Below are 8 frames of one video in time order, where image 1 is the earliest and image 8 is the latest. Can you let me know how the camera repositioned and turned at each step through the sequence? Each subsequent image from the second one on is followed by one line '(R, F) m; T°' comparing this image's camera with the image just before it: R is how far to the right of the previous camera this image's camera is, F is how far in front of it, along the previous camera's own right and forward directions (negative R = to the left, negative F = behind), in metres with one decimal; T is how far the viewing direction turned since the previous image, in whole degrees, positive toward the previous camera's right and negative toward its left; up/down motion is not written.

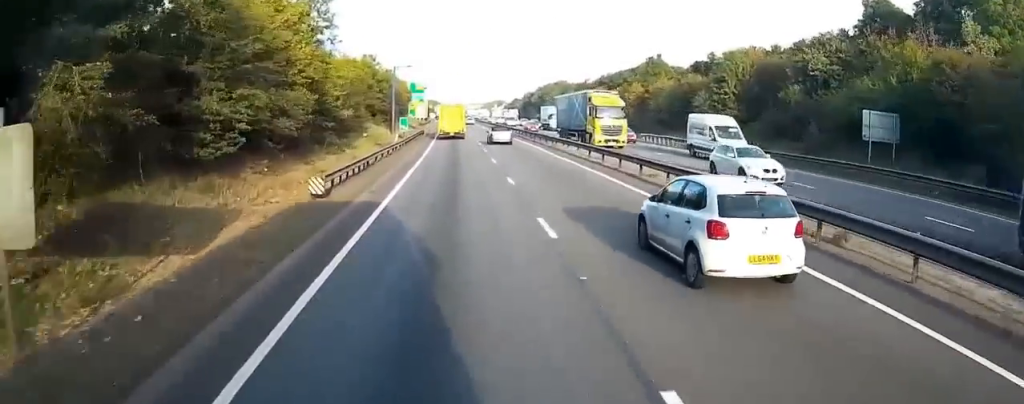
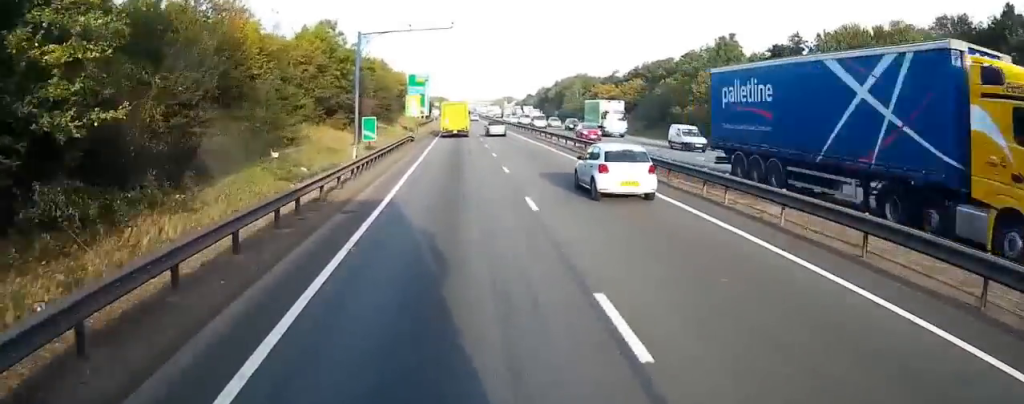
(-0.2, +23.3) m; -1°
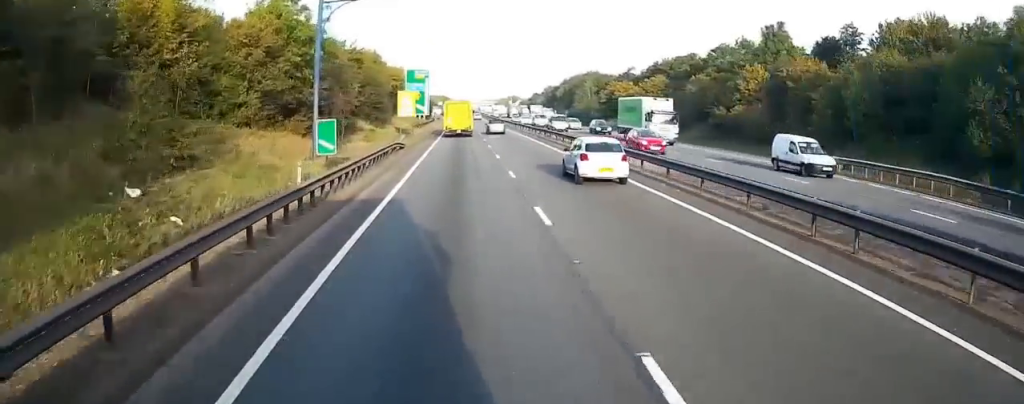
(-0.1, +10.9) m; 0°
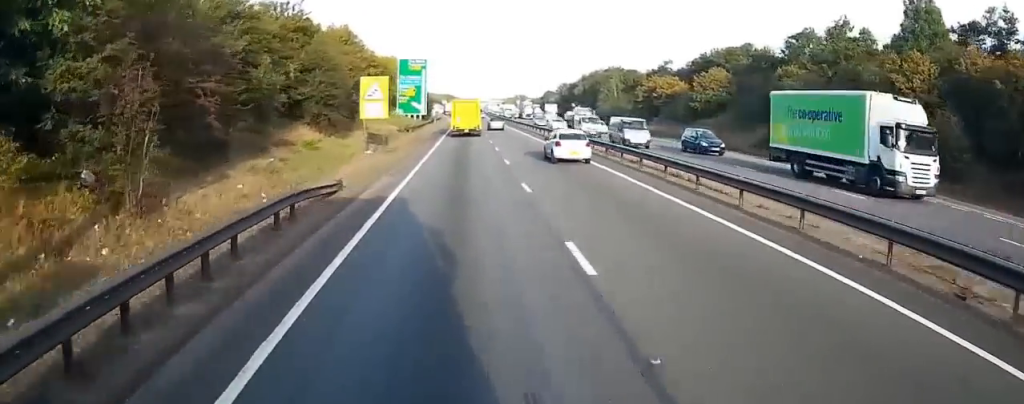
(-0.1, +21.6) m; -1°
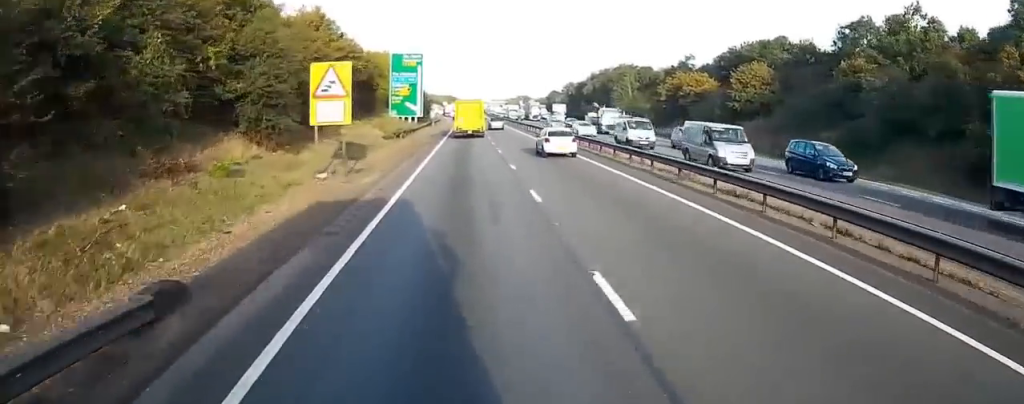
(-0.2, +11.5) m; 0°
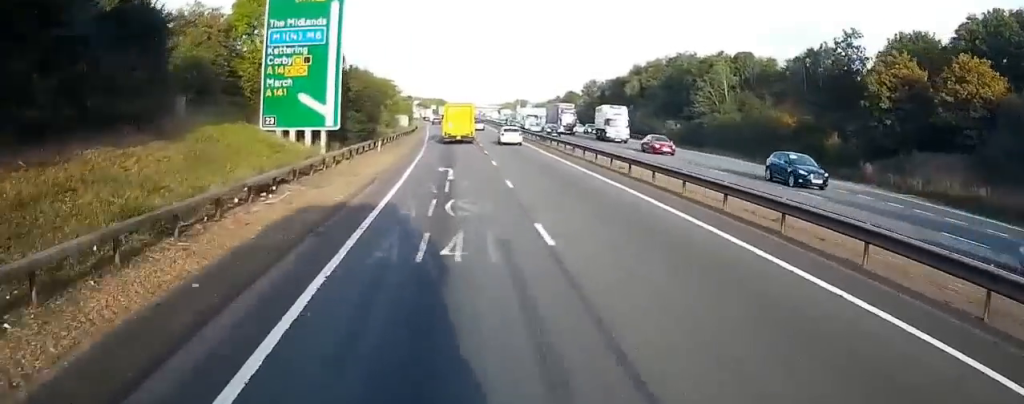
(-0.3, +49.1) m; -1°
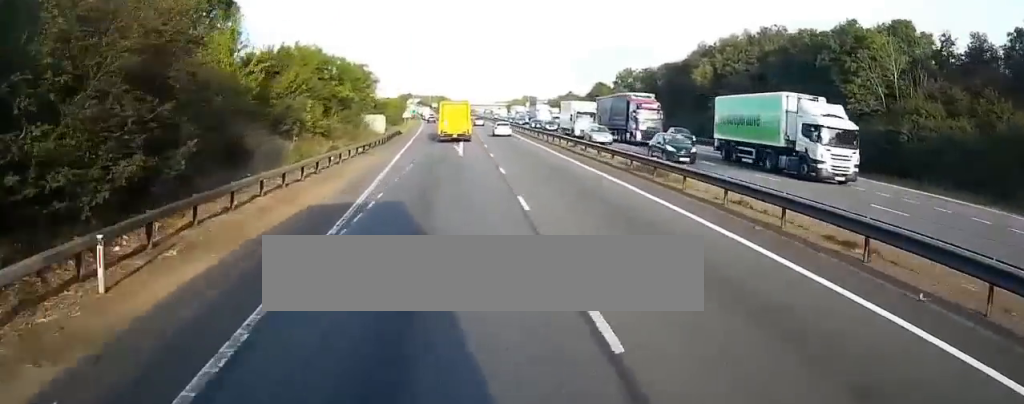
(+0.3, +32.9) m; 0°
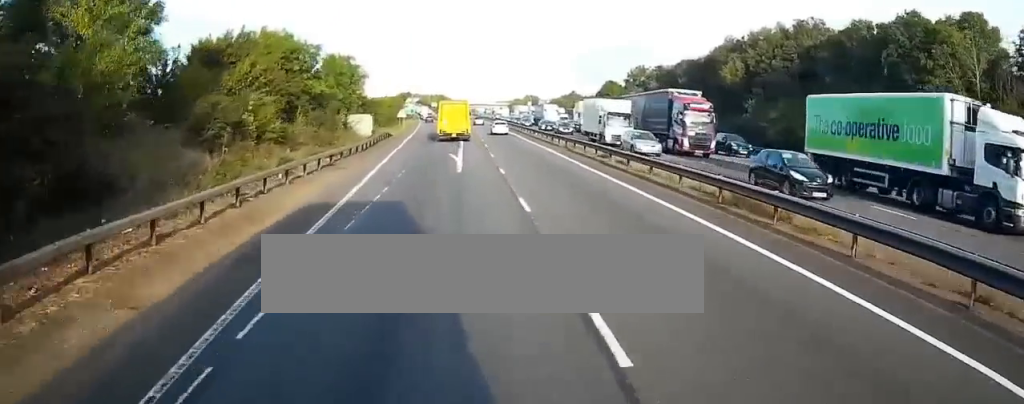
(0.0, +9.2) m; 0°
